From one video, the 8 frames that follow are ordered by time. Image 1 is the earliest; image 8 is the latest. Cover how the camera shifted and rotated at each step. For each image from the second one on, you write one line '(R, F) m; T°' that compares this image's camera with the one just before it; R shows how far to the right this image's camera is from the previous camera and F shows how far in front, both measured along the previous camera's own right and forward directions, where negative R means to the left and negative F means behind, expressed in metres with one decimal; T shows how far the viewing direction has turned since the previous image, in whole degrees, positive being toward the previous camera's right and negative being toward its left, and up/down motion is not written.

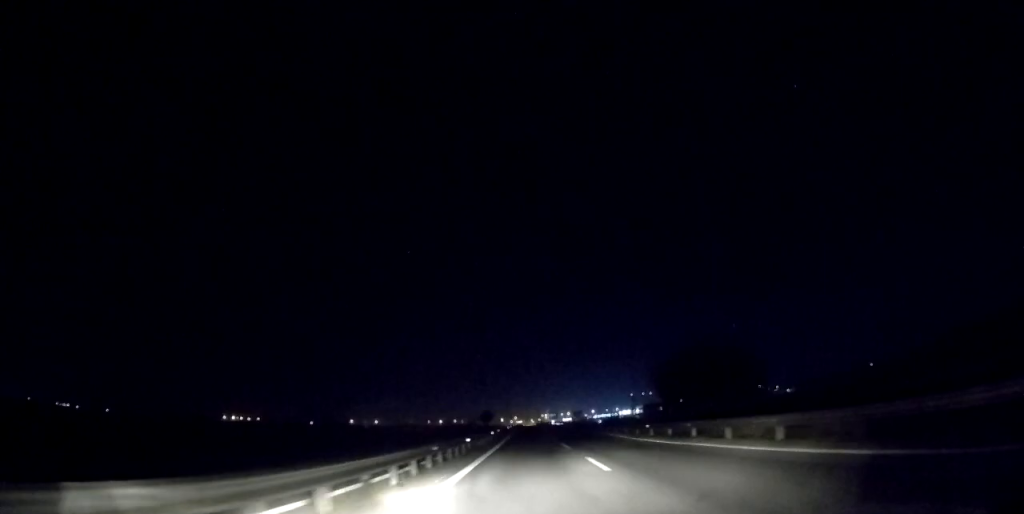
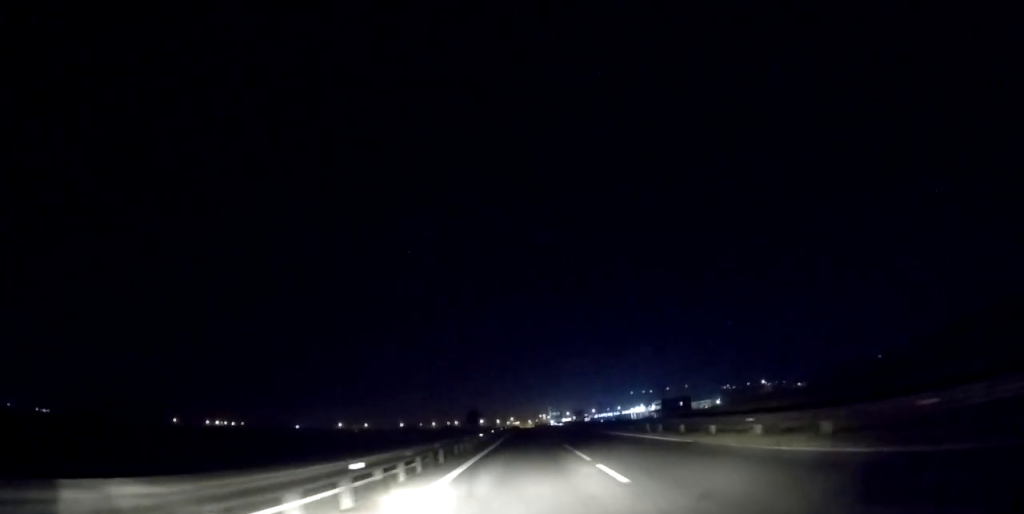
(-0.3, +38.4) m; 0°
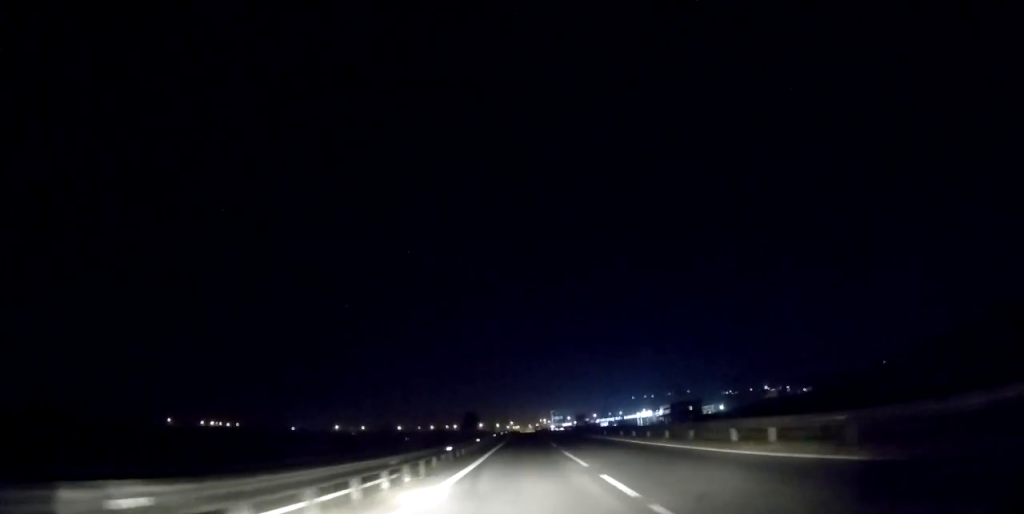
(0.0, +13.0) m; 0°
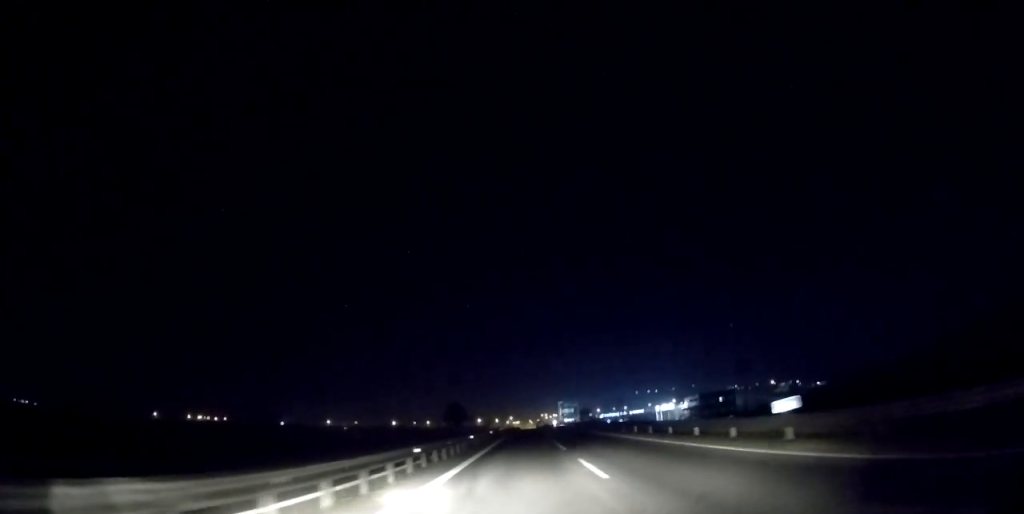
(0.0, +32.8) m; 0°
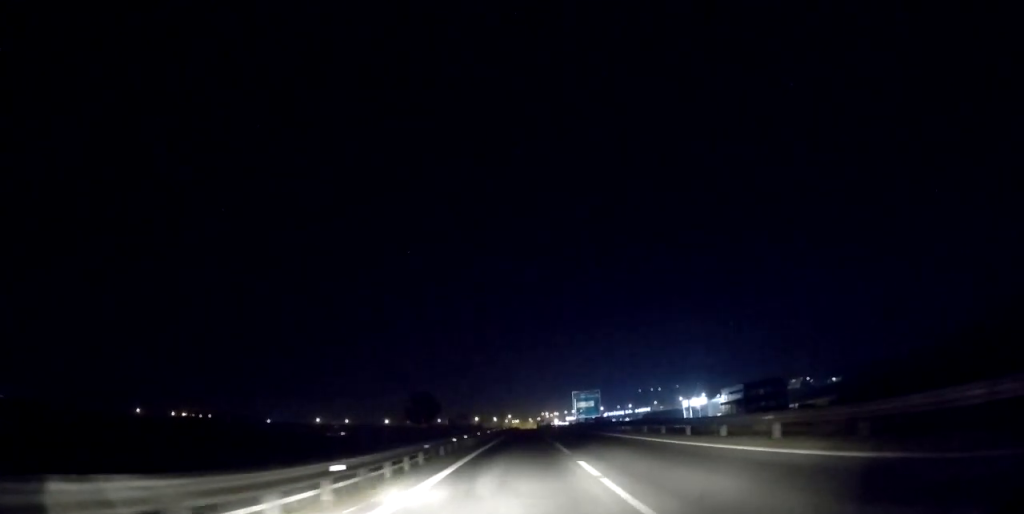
(+0.1, +35.4) m; 0°
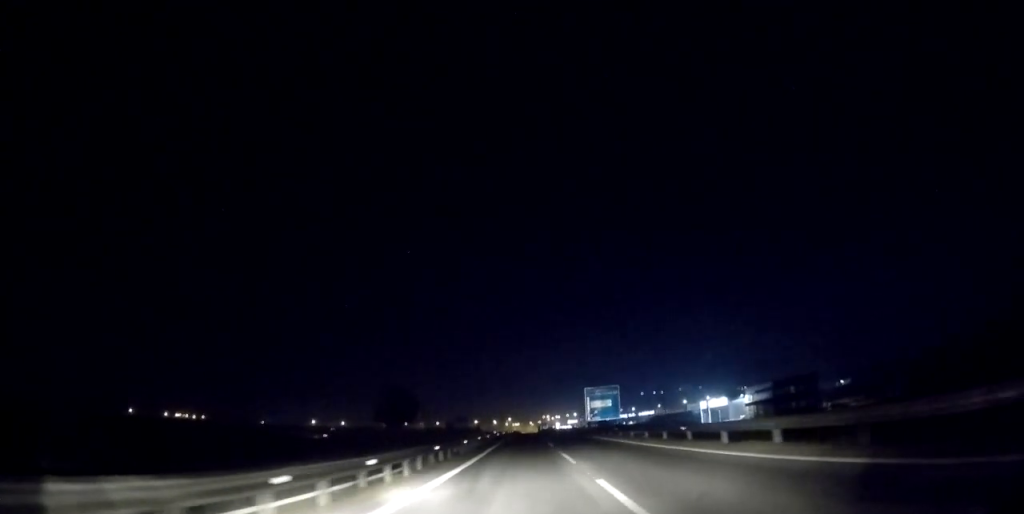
(-0.1, +16.1) m; +1°
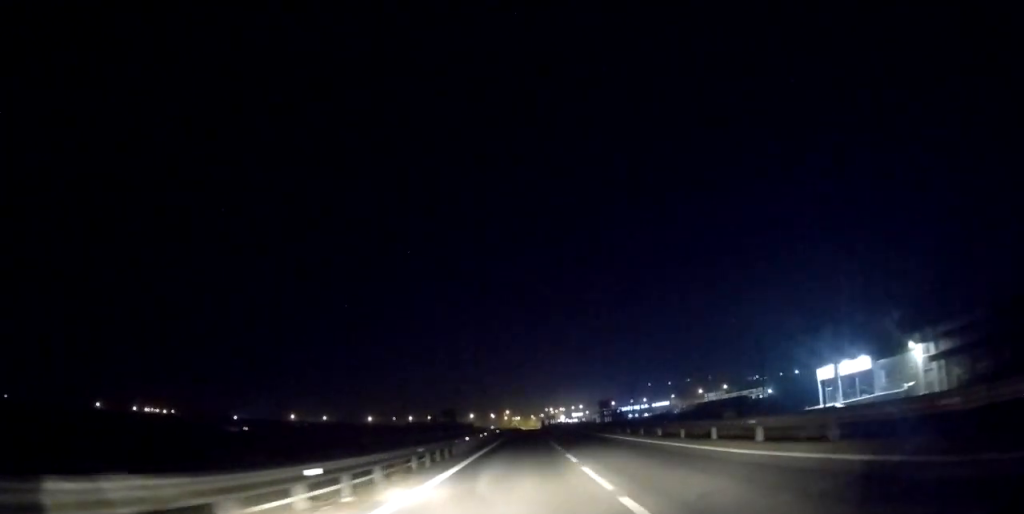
(+0.1, +63.2) m; -2°
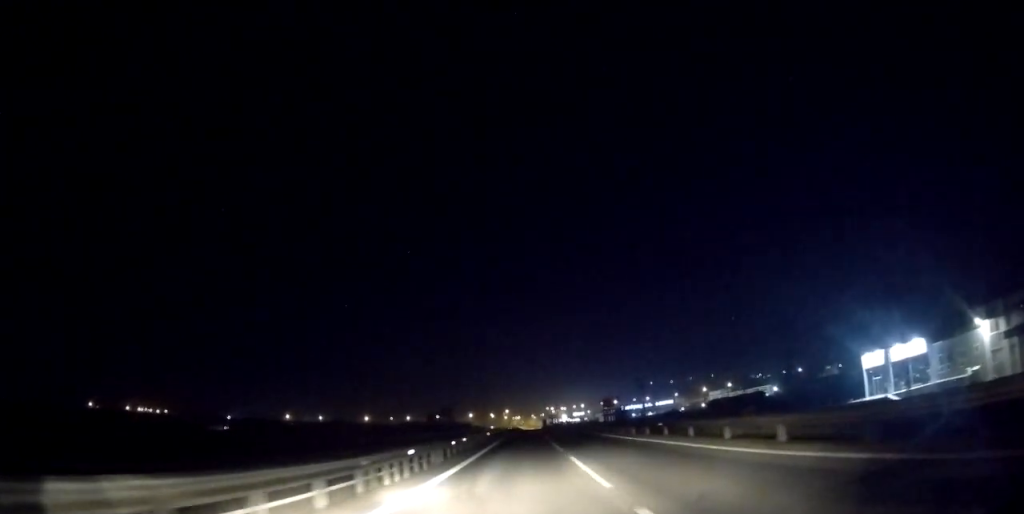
(-0.2, +13.2) m; 0°
